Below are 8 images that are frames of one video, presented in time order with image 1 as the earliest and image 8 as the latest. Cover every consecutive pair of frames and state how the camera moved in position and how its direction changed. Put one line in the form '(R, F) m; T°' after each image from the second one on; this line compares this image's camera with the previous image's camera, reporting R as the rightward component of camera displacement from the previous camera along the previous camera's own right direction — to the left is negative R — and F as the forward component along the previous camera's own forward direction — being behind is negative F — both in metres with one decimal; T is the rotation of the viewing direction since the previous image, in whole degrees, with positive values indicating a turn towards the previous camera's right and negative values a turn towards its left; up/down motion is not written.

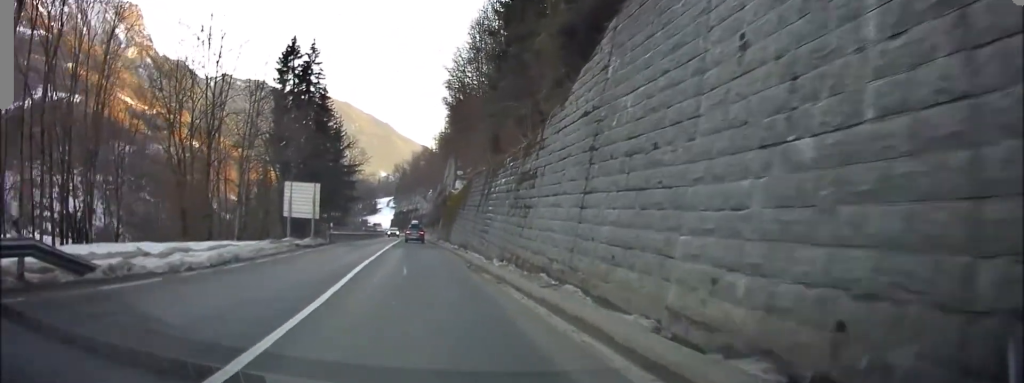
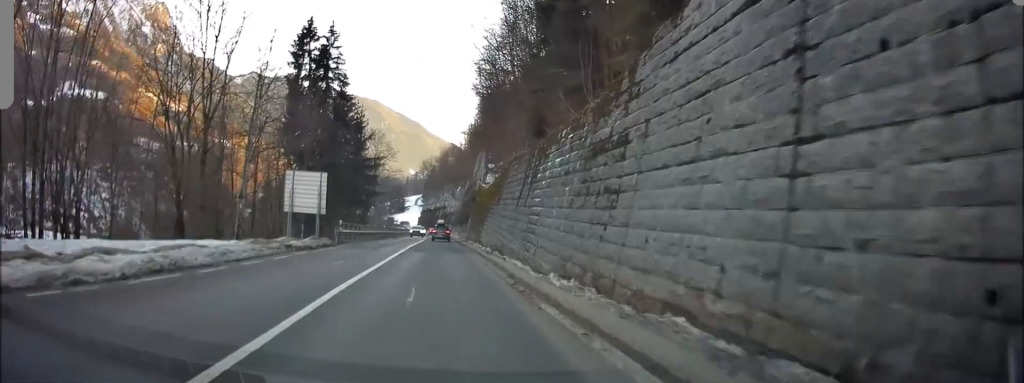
(-0.1, +6.0) m; -3°
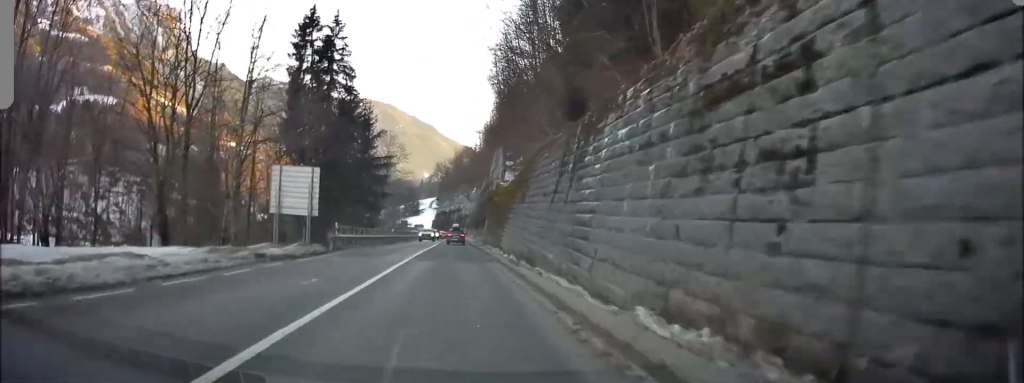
(+0.1, +5.0) m; -2°
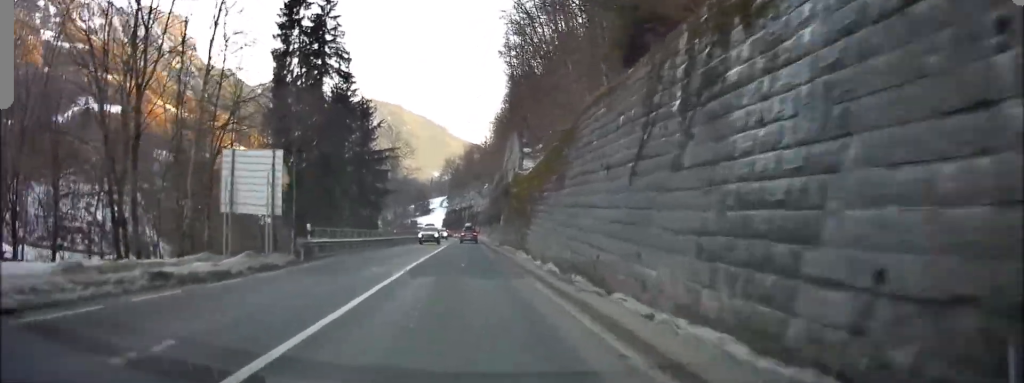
(-0.4, +7.5) m; -1°
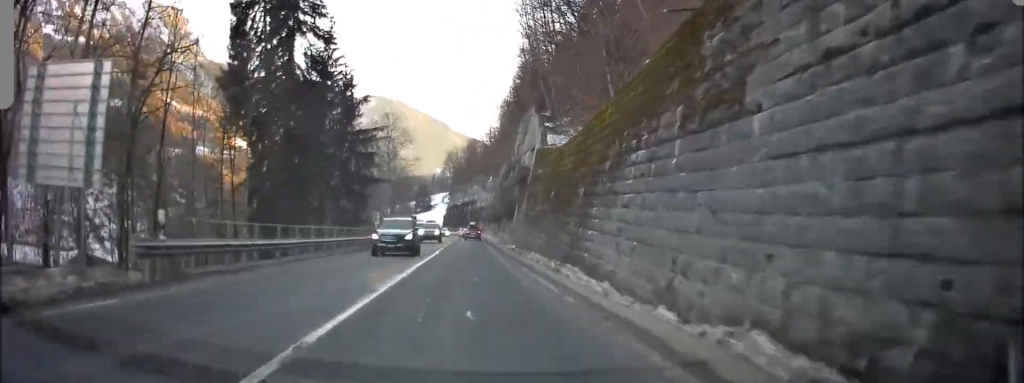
(+0.2, +11.6) m; +1°
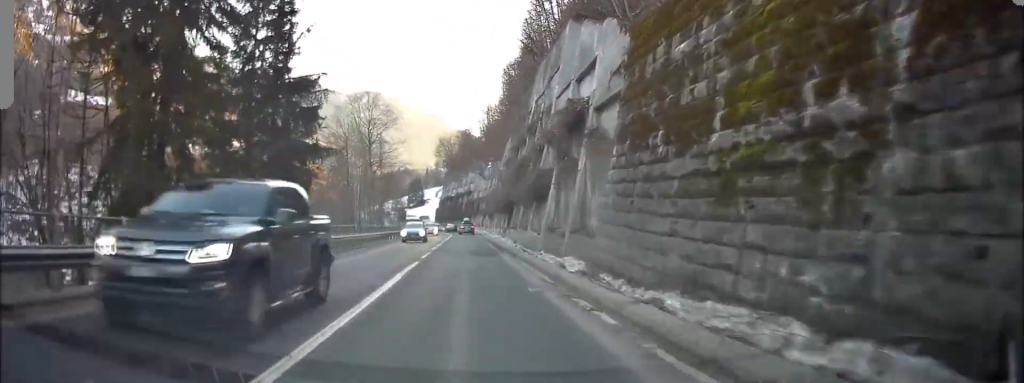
(-0.4, +18.5) m; -5°
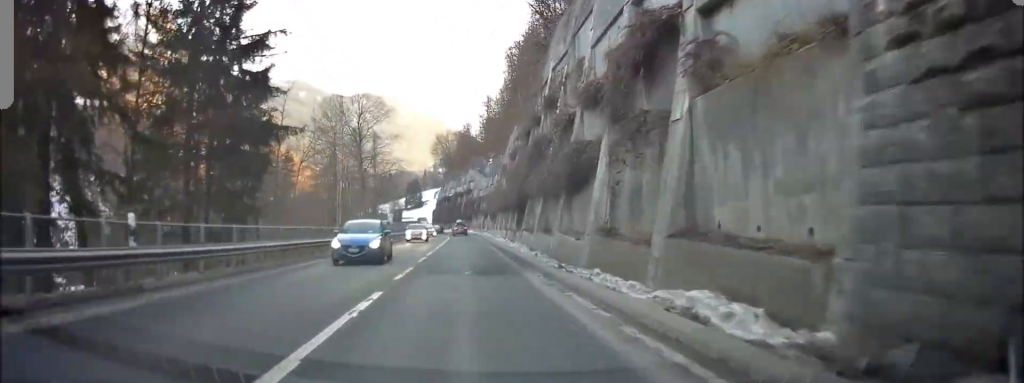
(-0.3, +8.0) m; -2°
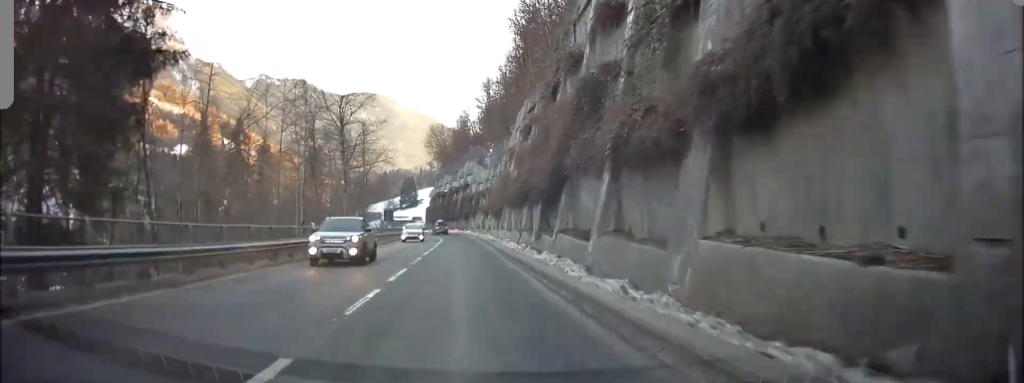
(-0.1, +12.0) m; -1°
